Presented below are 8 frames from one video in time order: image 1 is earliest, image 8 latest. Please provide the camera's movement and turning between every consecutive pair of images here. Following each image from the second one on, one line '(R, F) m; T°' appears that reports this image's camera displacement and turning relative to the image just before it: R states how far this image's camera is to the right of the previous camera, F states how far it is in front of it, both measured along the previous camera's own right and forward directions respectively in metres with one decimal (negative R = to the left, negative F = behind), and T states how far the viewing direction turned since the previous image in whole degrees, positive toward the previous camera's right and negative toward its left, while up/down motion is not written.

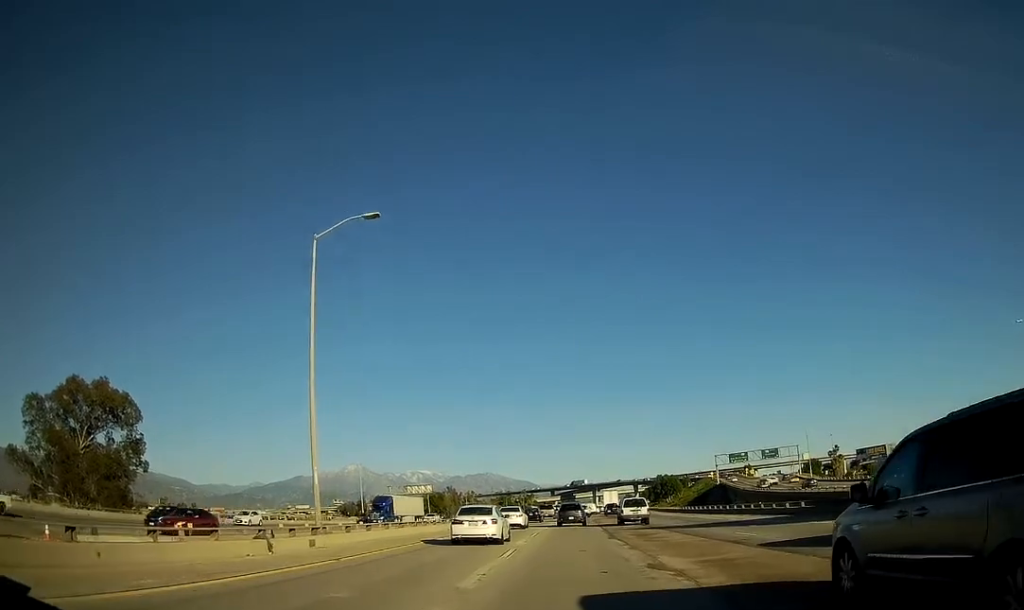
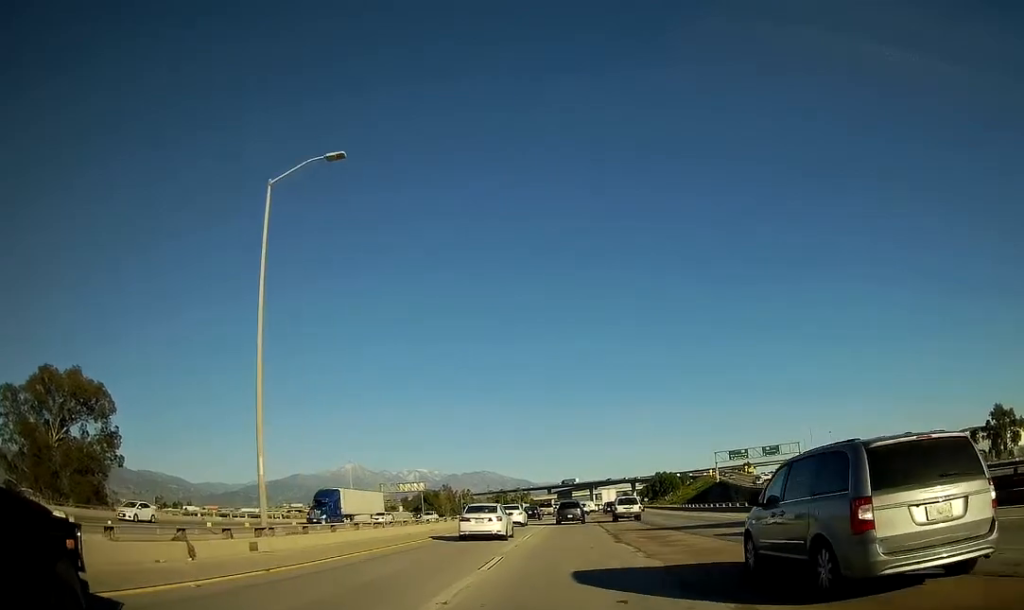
(+0.2, +4.4) m; +2°
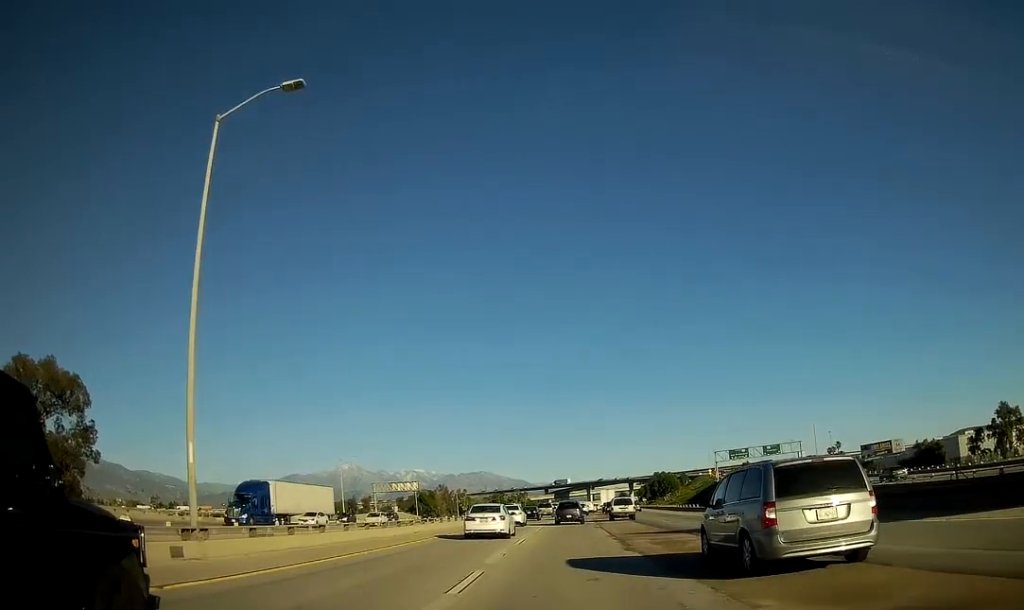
(+0.1, +4.3) m; +1°
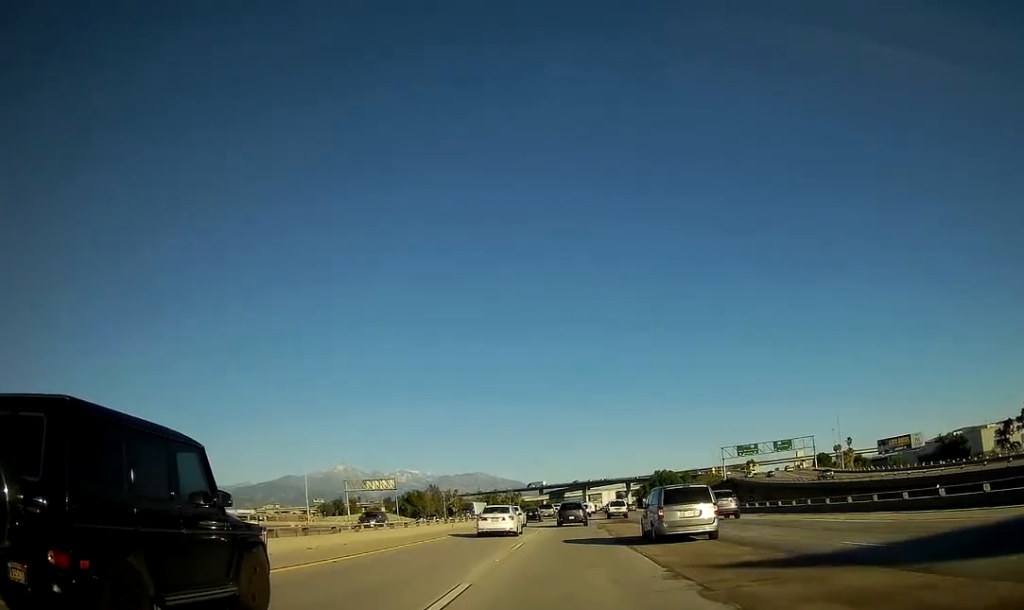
(-0.2, +16.1) m; -1°
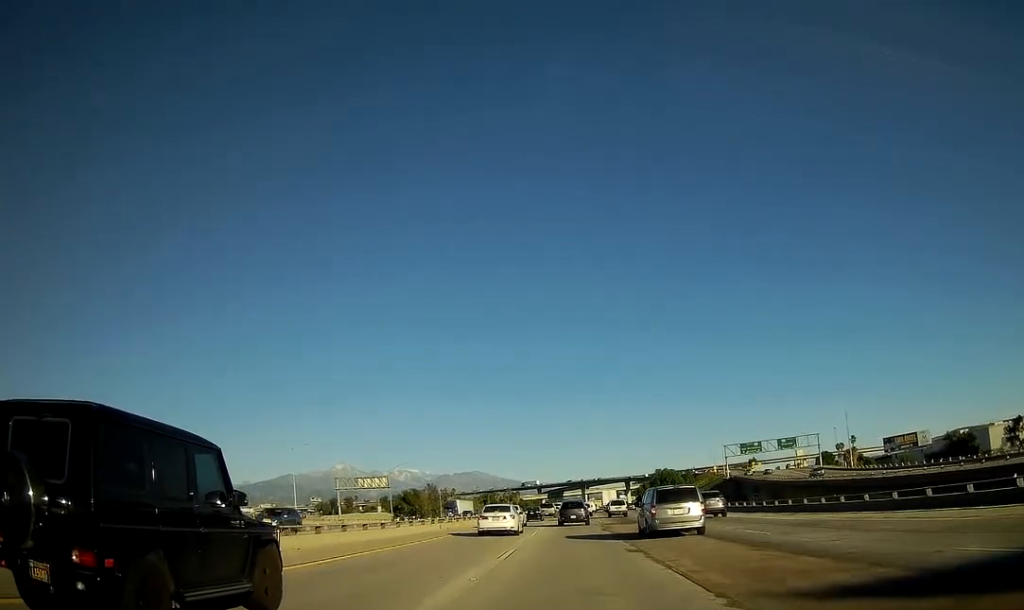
(+0.1, +4.9) m; 0°
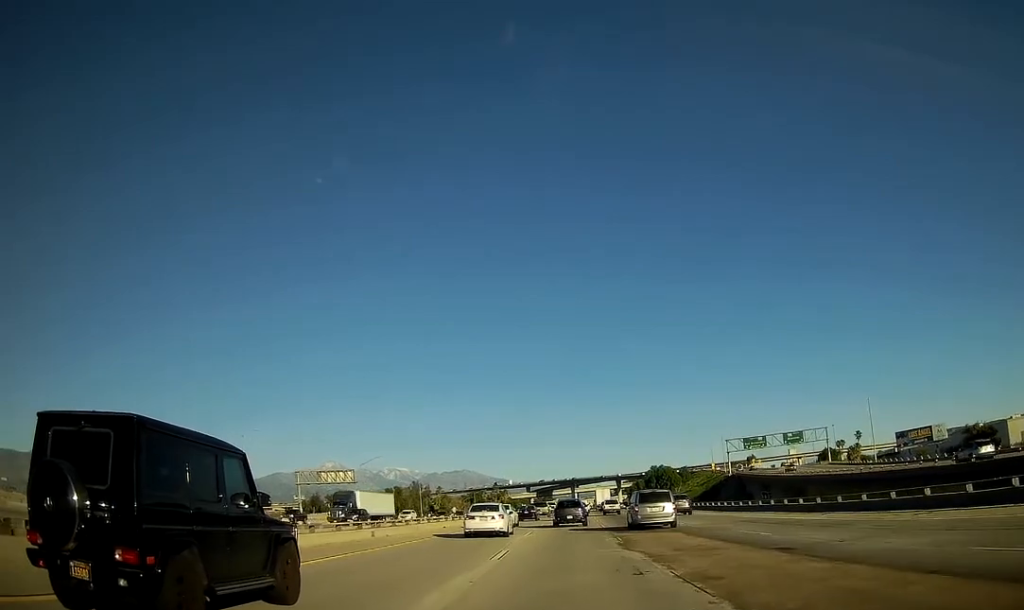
(-0.1, +14.3) m; 0°
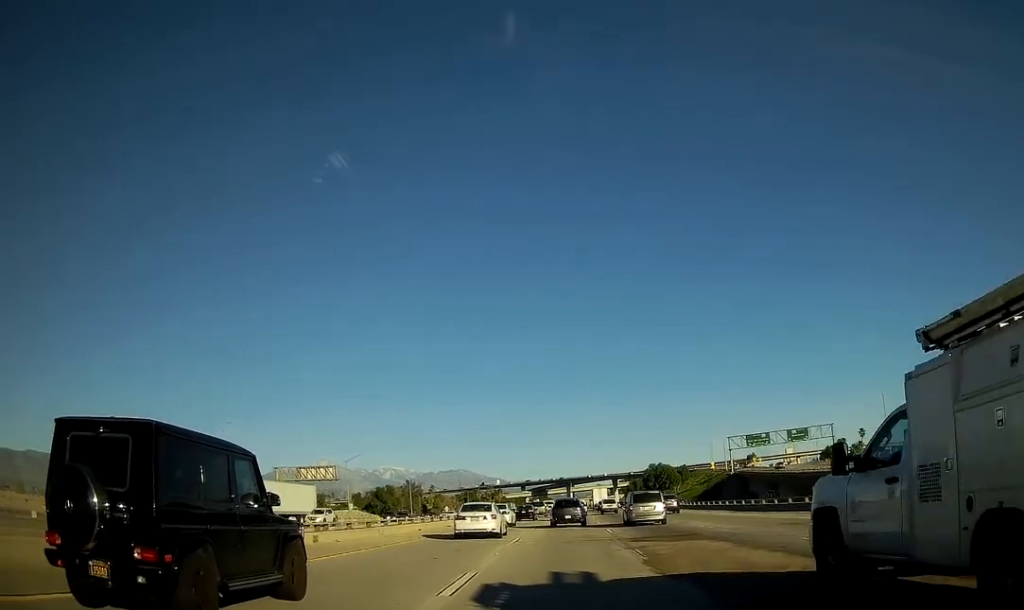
(0.0, +7.6) m; +1°
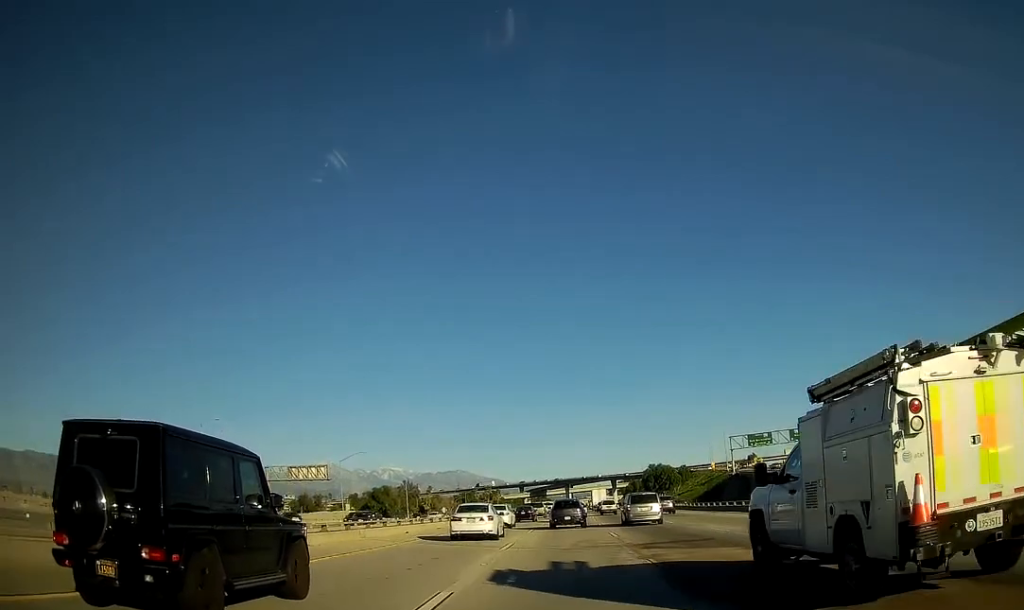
(0.0, +3.5) m; +1°
